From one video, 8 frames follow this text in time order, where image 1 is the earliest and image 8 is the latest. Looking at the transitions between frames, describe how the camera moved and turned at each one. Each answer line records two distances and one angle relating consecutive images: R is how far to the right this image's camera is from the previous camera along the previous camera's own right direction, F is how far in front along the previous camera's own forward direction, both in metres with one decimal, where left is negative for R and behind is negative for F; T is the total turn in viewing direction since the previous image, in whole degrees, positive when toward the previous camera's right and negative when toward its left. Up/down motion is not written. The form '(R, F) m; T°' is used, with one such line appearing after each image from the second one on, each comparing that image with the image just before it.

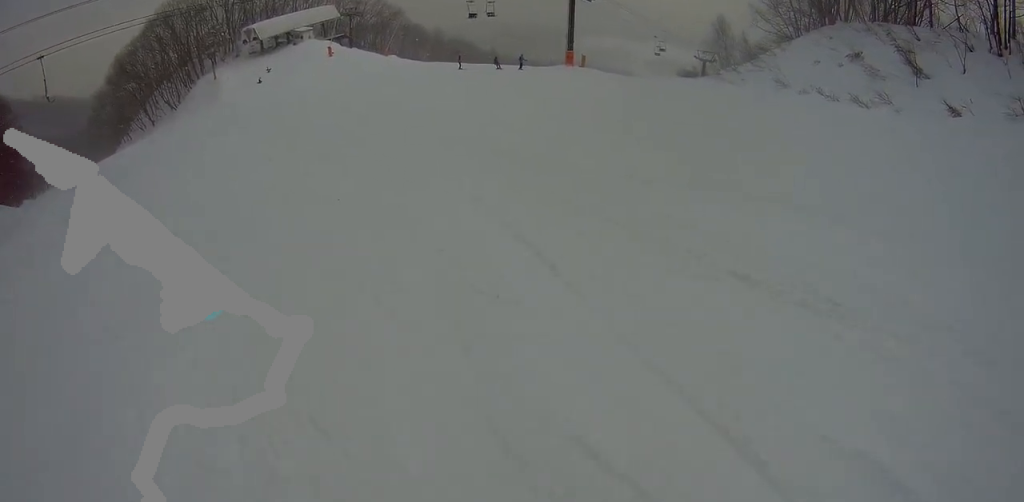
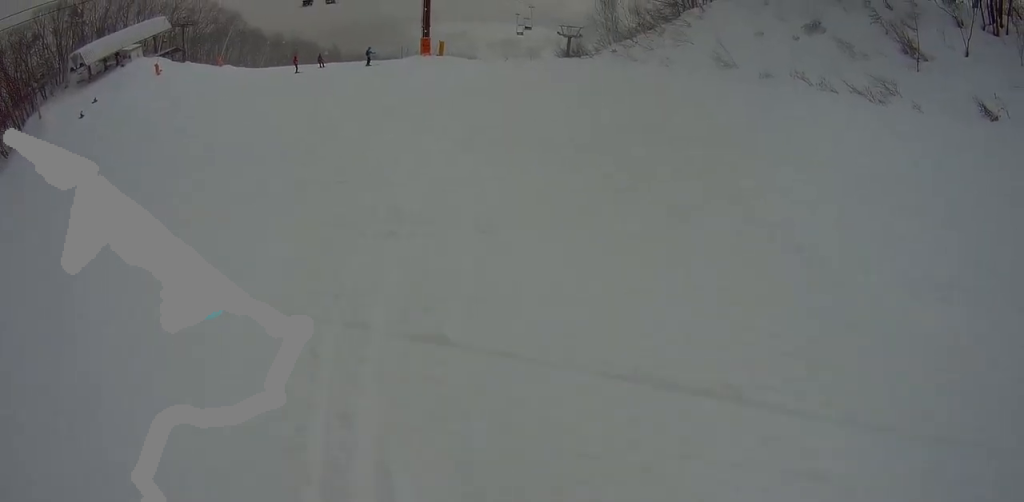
(+3.6, +8.1) m; +30°
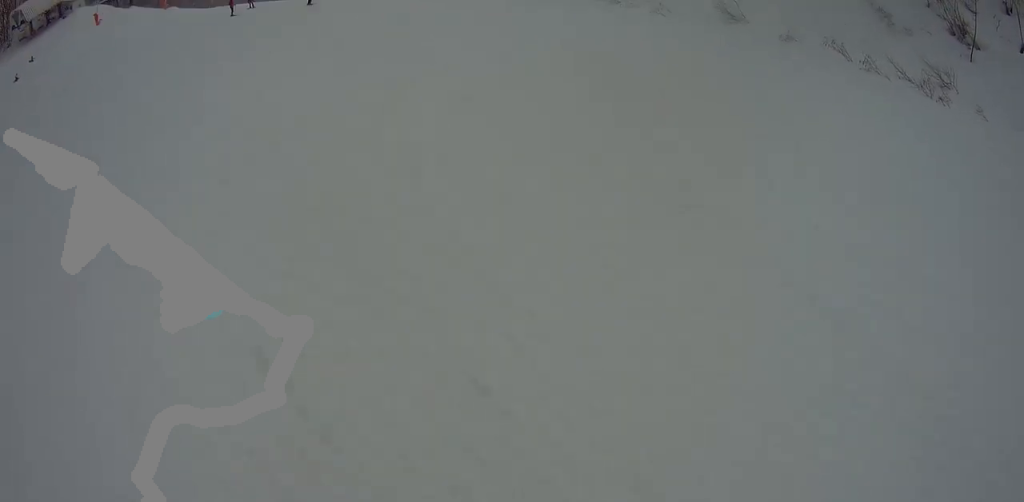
(+0.1, +4.8) m; +8°
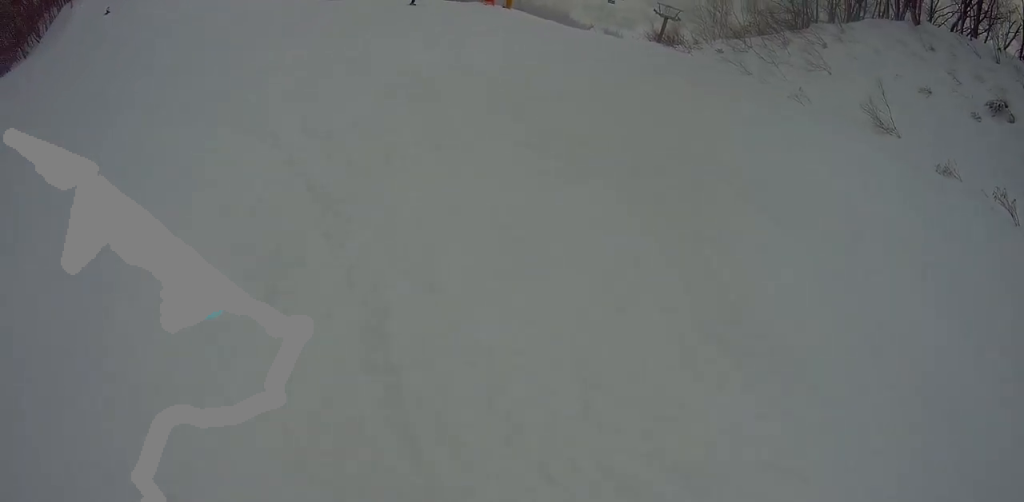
(+0.6, +4.0) m; -1°
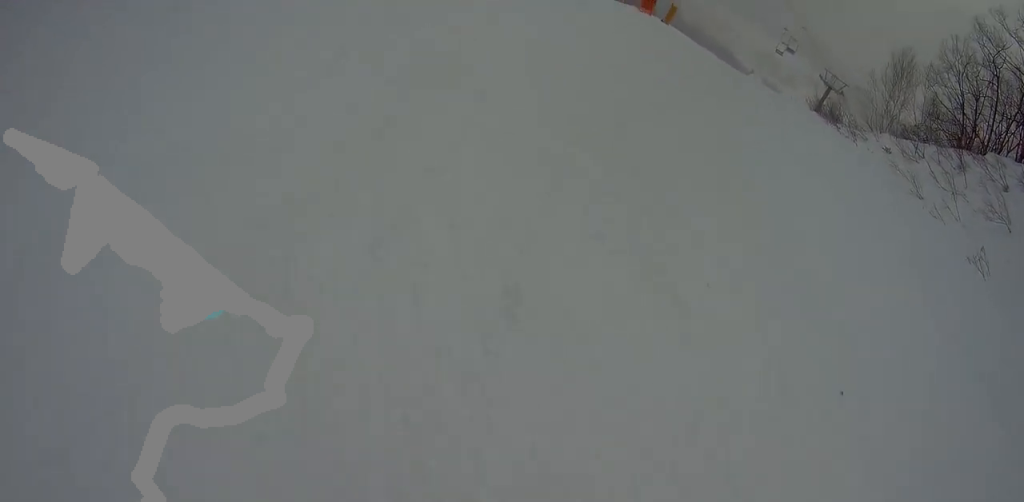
(0.0, +4.9) m; -8°
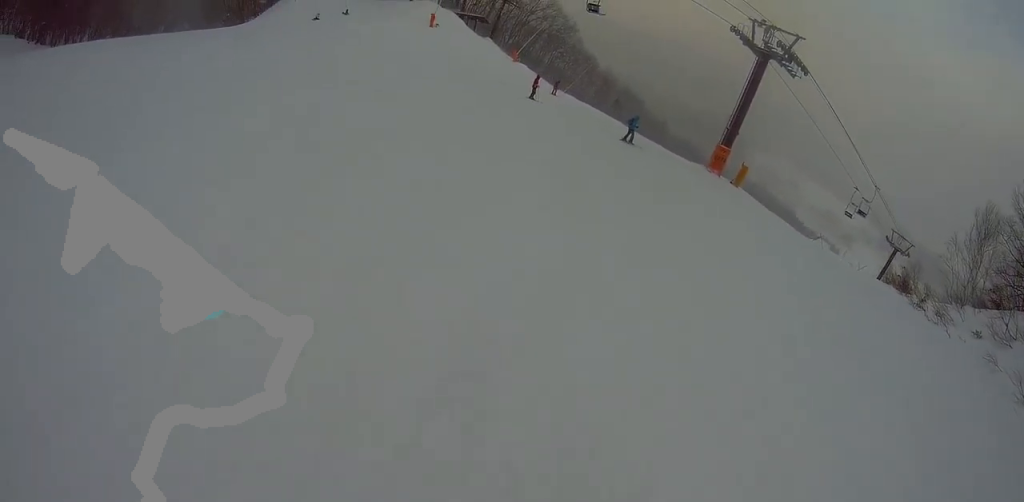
(-0.3, +4.1) m; -12°
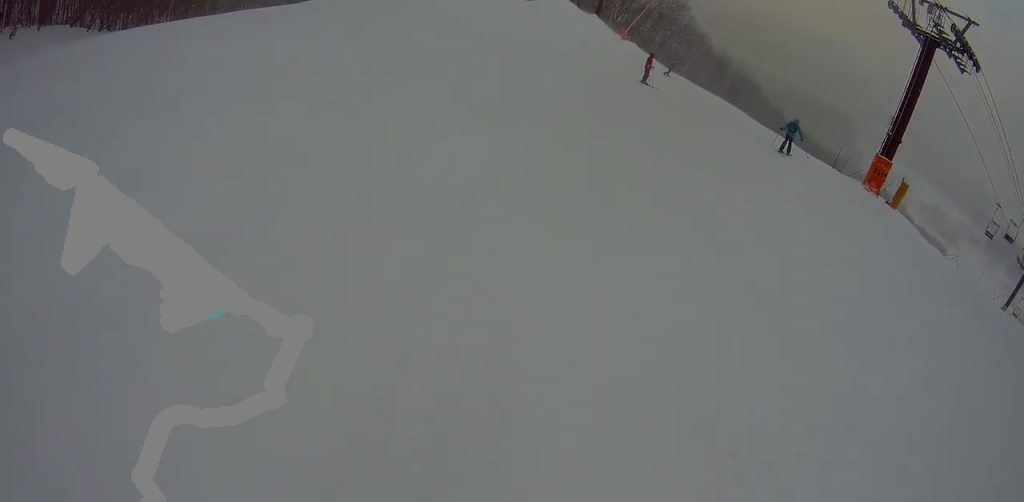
(-1.3, +6.8) m; -11°
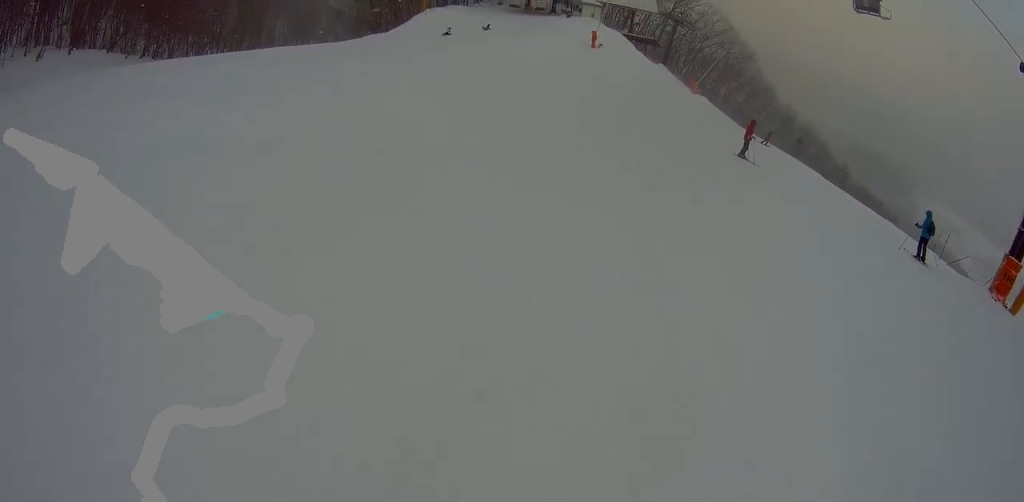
(-0.2, +5.4) m; -8°
